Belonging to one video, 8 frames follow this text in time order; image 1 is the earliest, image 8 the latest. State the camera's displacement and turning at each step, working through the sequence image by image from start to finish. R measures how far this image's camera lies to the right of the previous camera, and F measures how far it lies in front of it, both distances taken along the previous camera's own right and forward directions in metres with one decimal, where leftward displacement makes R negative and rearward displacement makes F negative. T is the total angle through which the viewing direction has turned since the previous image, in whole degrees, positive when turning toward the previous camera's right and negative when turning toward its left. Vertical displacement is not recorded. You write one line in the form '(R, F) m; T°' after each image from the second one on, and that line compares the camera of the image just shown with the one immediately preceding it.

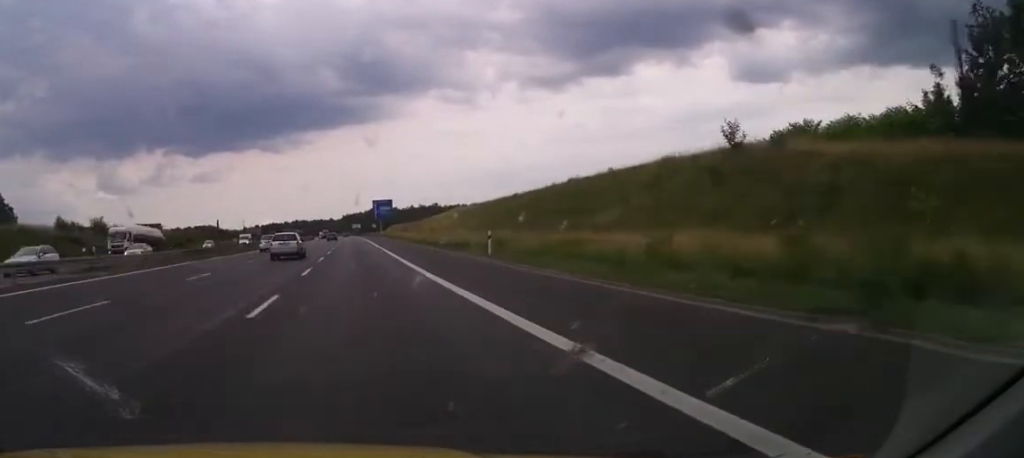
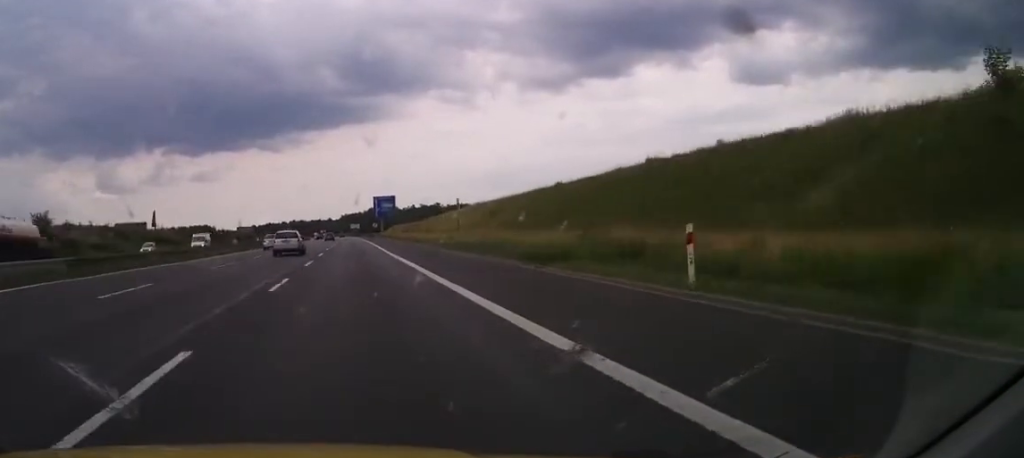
(-0.3, +19.9) m; 0°
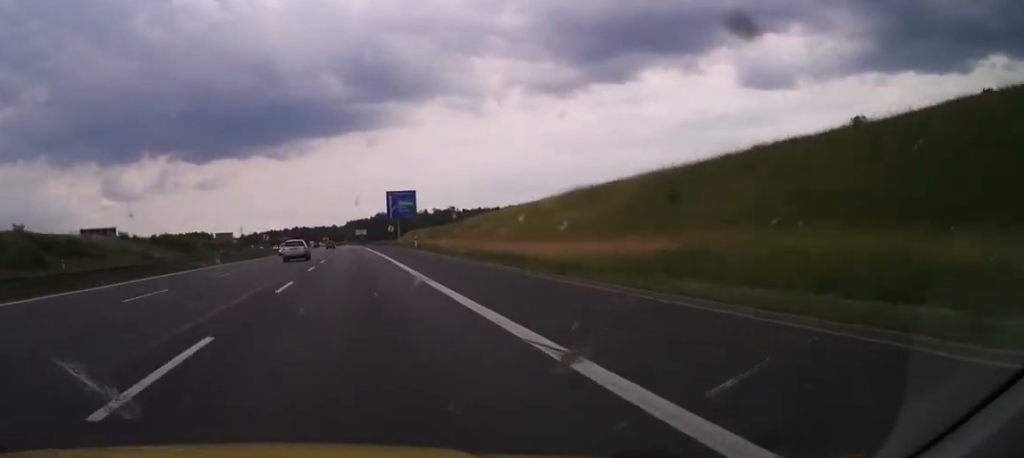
(+0.3, +46.0) m; 0°
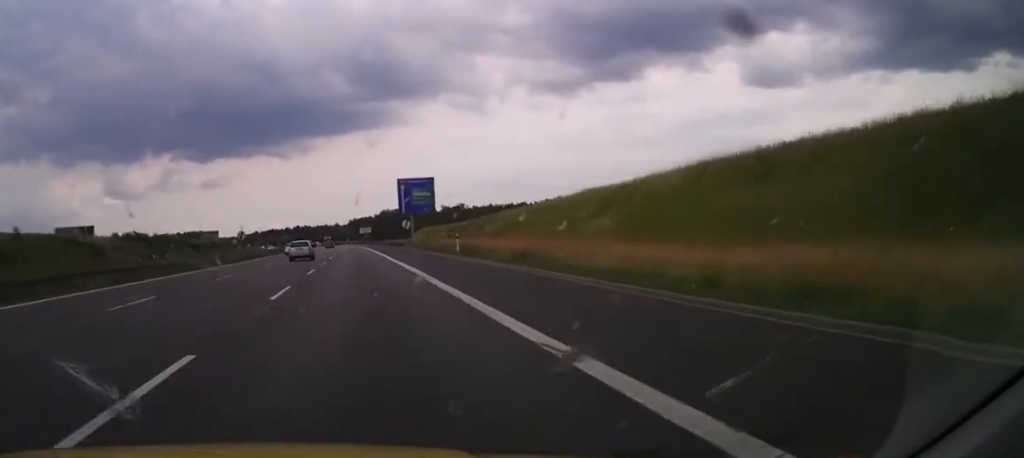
(-0.2, +25.1) m; 0°
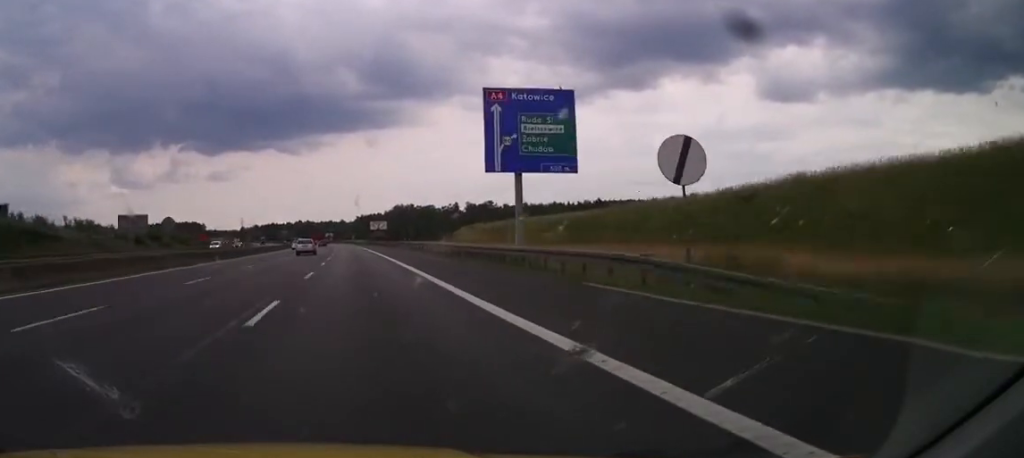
(-1.2, +64.6) m; 0°
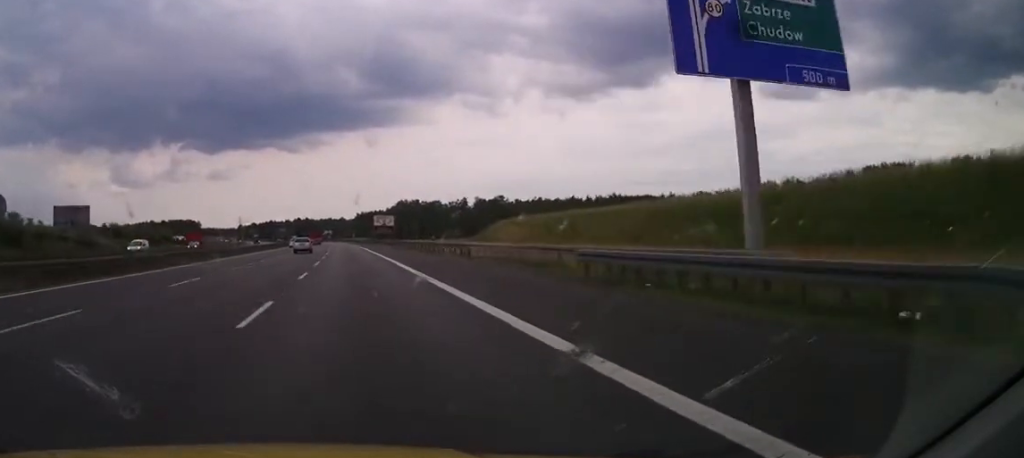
(+1.4, +25.0) m; +2°
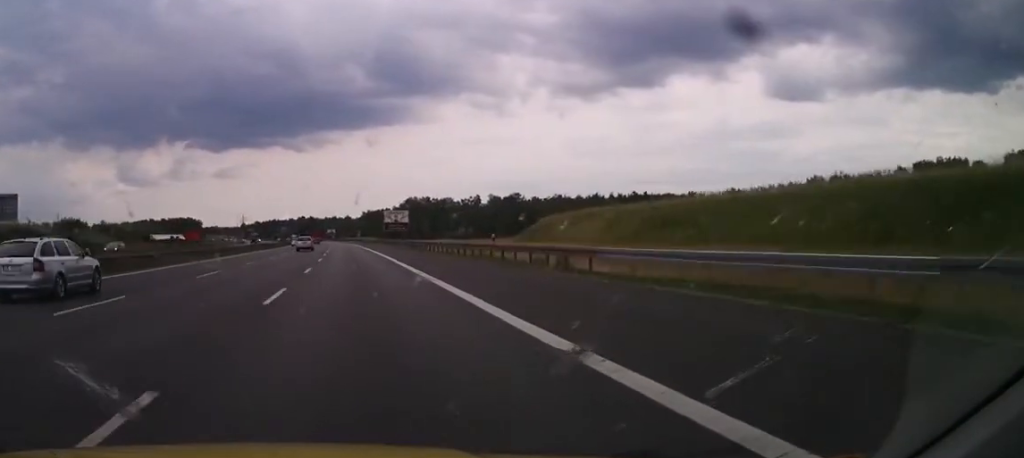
(-0.4, +20.9) m; -2°
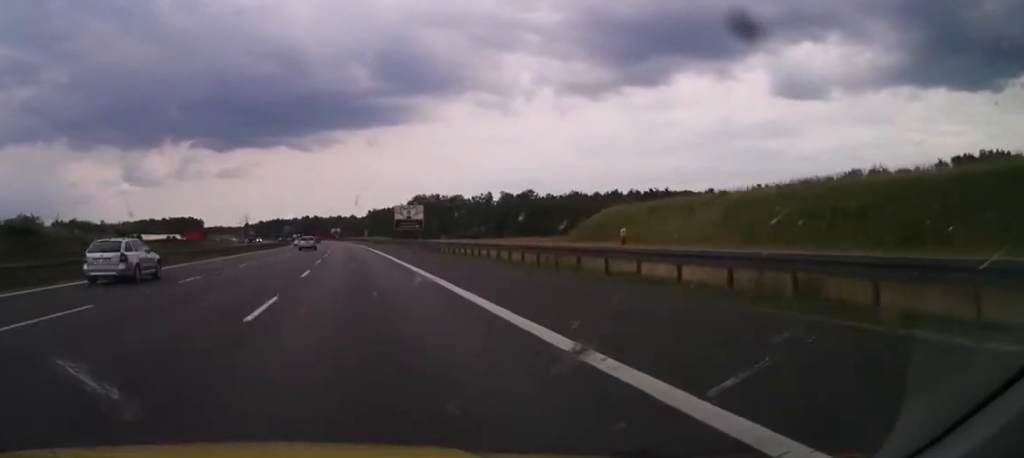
(-0.1, +14.6) m; -1°
